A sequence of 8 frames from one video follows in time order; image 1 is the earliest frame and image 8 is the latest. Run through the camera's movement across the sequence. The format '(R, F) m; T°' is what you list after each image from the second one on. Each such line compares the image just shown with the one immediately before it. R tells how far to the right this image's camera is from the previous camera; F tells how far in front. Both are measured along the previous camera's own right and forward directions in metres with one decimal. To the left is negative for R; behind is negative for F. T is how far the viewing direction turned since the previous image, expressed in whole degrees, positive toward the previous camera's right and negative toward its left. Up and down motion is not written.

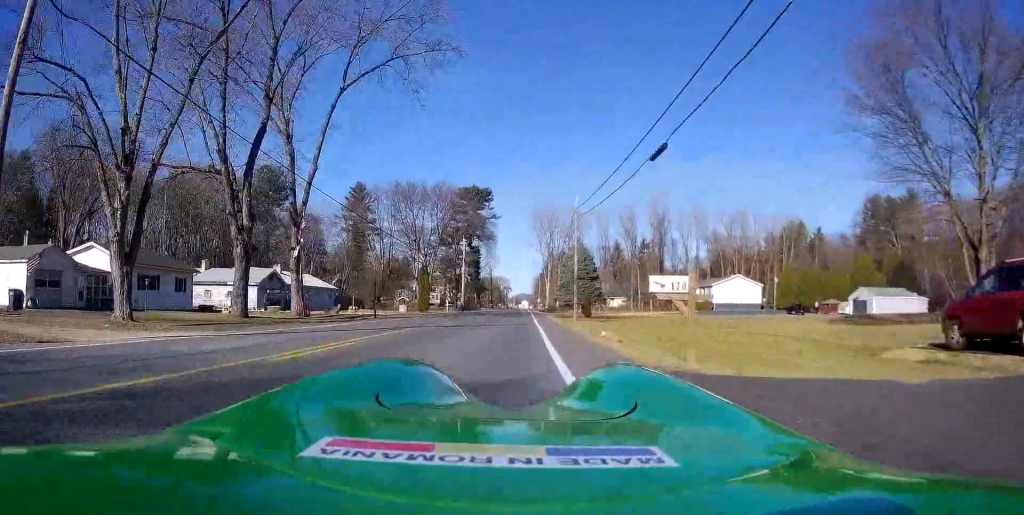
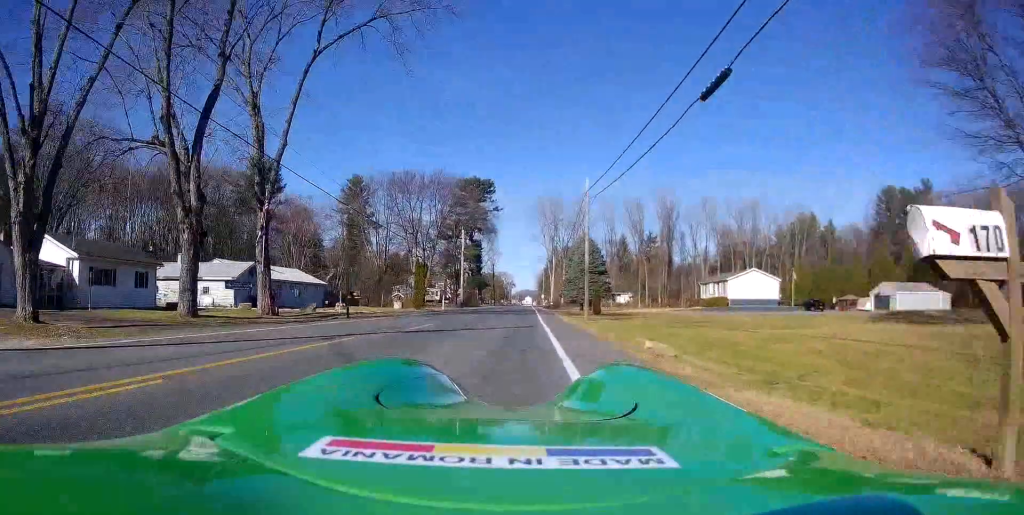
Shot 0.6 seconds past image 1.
(0.0, +4.6) m; 0°
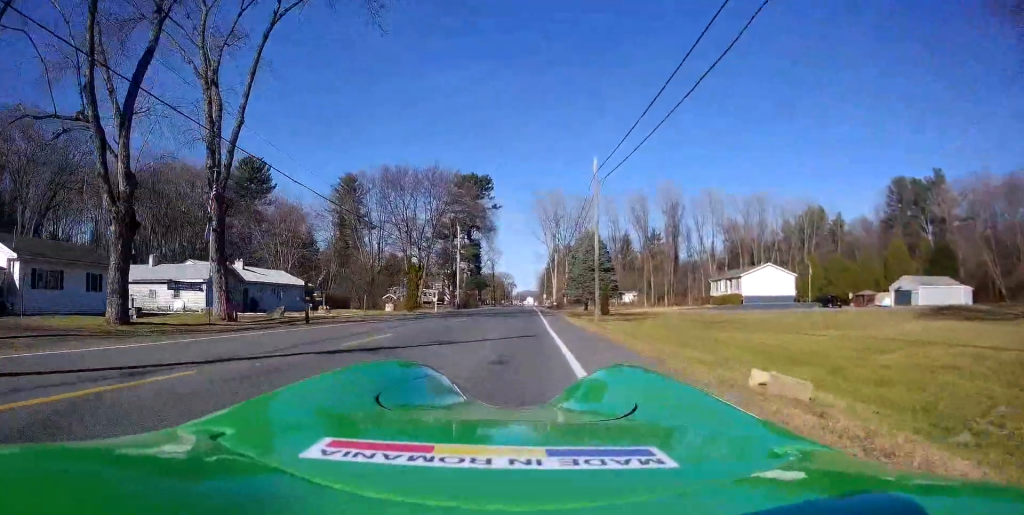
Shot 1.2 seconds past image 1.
(0.0, +5.5) m; +1°
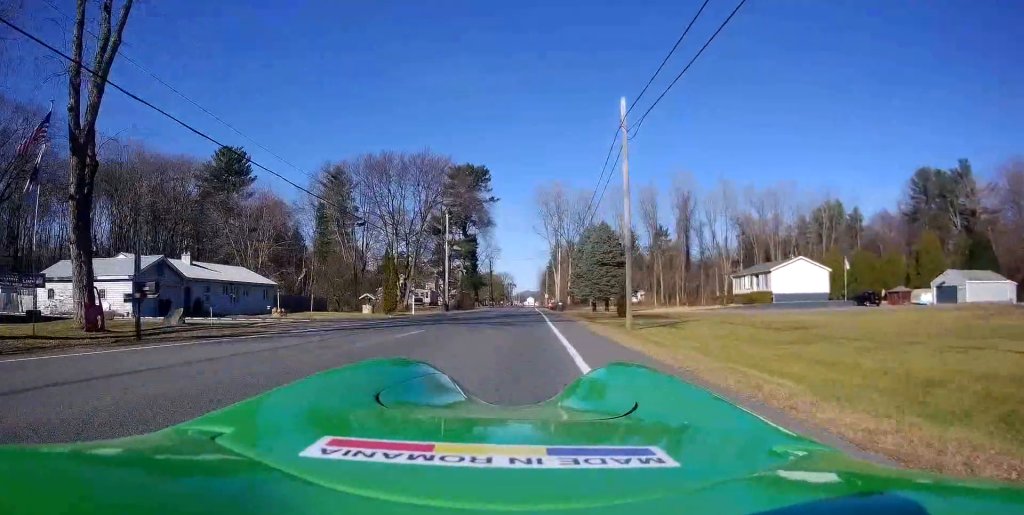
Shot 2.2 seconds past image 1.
(+0.1, +10.2) m; +2°
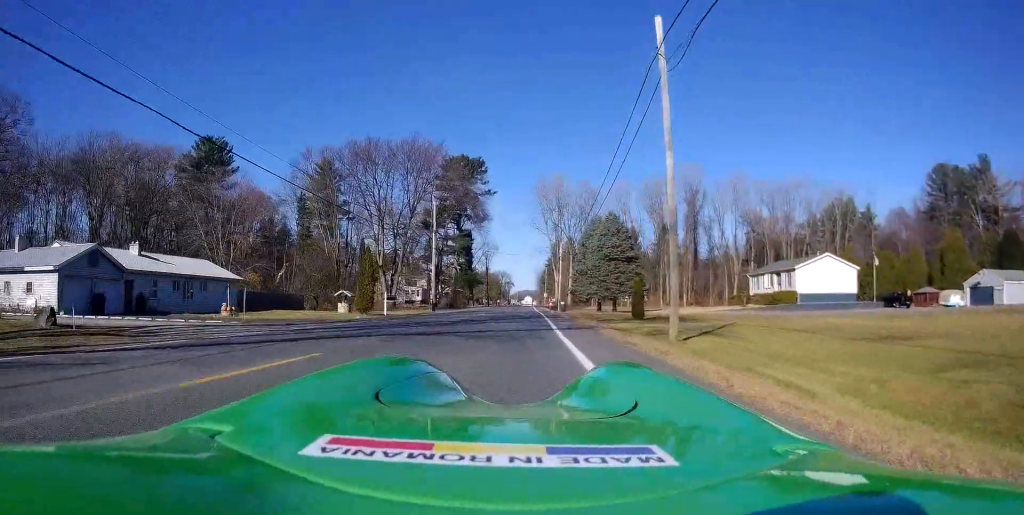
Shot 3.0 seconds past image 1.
(+0.1, +7.5) m; +2°
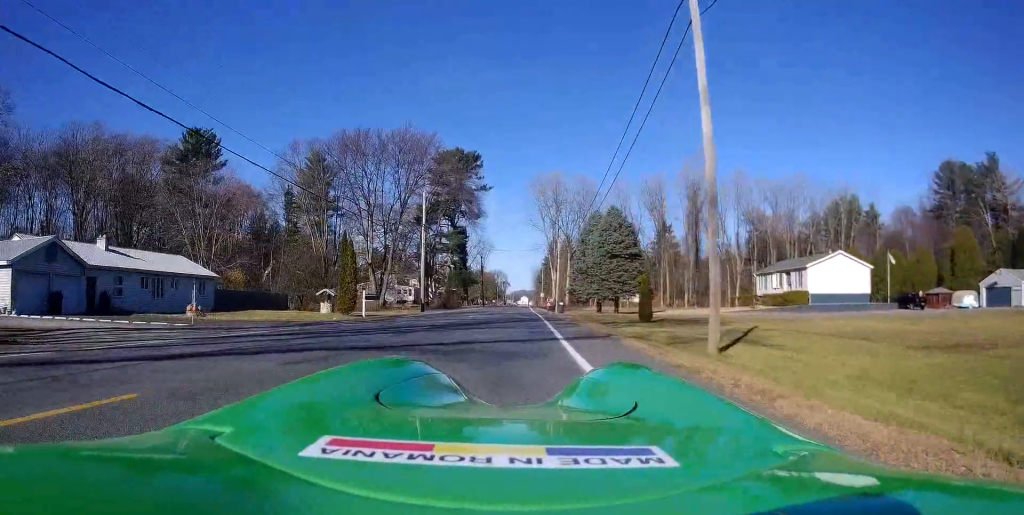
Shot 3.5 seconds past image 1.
(0.0, +4.0) m; +1°
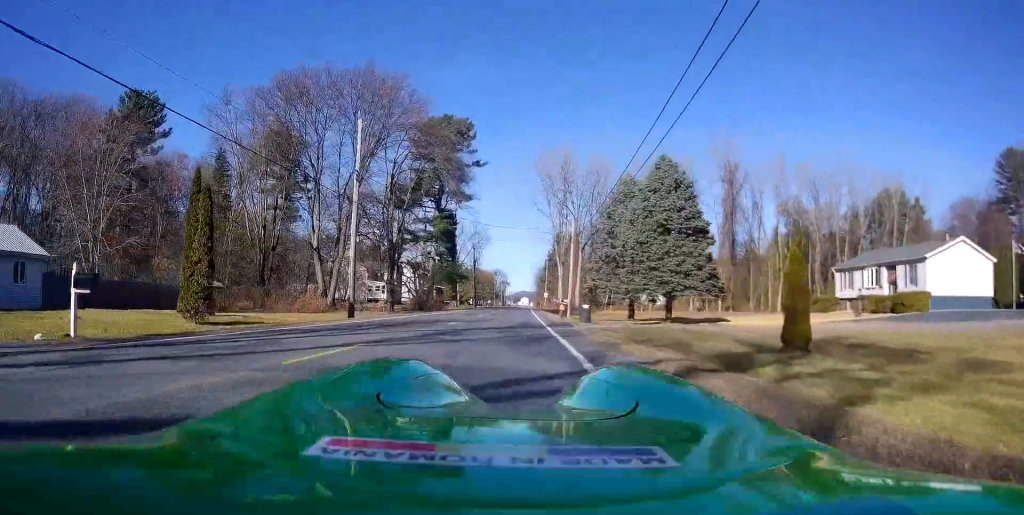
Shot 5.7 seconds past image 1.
(-0.3, +21.2) m; -3°
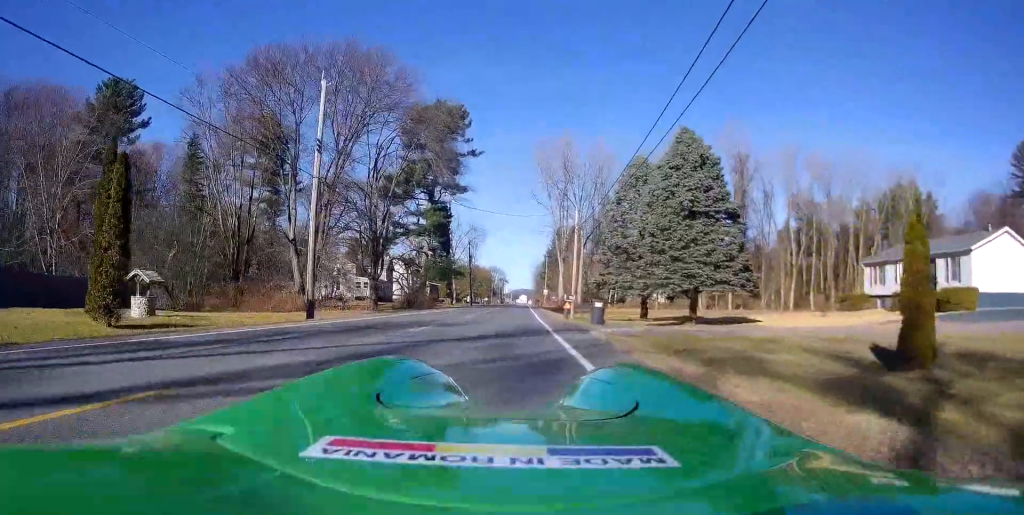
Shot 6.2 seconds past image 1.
(0.0, +5.5) m; 0°
